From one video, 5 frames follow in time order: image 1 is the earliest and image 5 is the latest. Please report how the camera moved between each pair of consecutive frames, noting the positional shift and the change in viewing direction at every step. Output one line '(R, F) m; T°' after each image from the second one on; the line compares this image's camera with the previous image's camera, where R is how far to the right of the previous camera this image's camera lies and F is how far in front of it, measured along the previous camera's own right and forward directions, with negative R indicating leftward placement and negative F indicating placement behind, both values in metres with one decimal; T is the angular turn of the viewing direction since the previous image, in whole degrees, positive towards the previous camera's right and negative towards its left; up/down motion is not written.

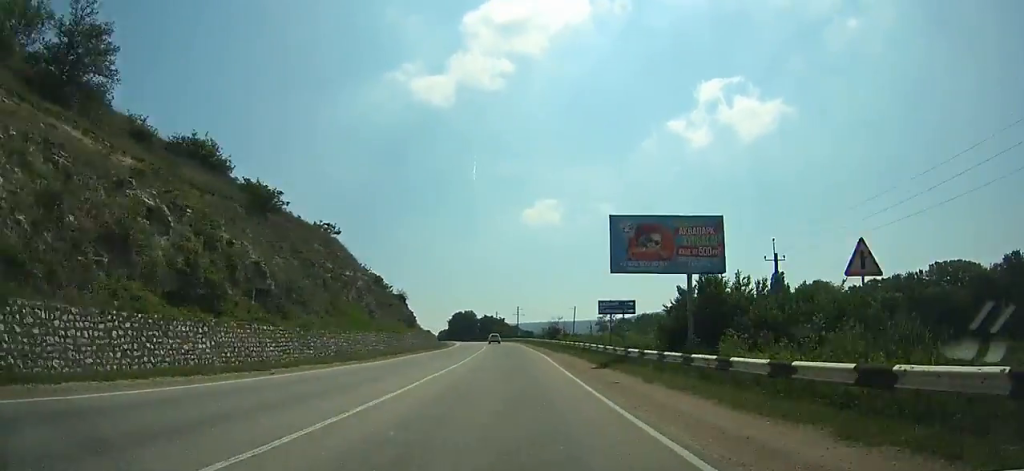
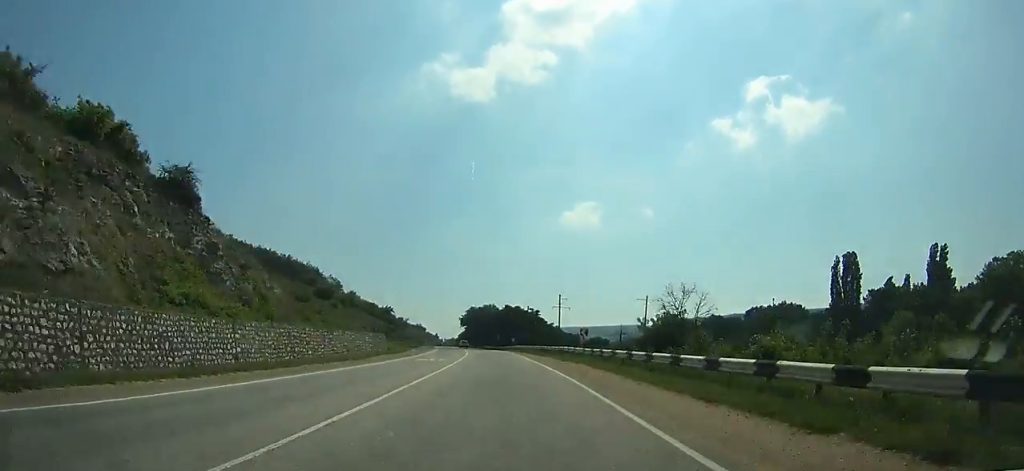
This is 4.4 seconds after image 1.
(-0.9, +77.4) m; -3°
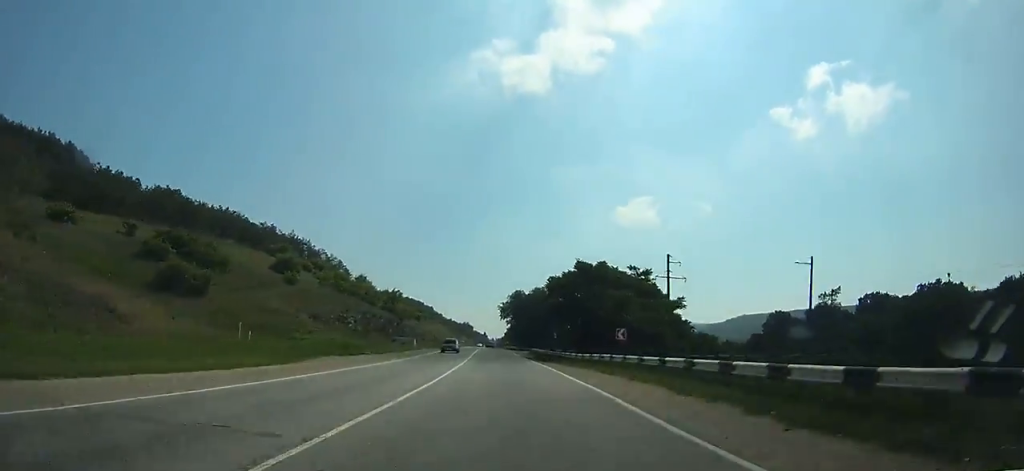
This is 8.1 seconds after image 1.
(-2.8, +63.2) m; -5°
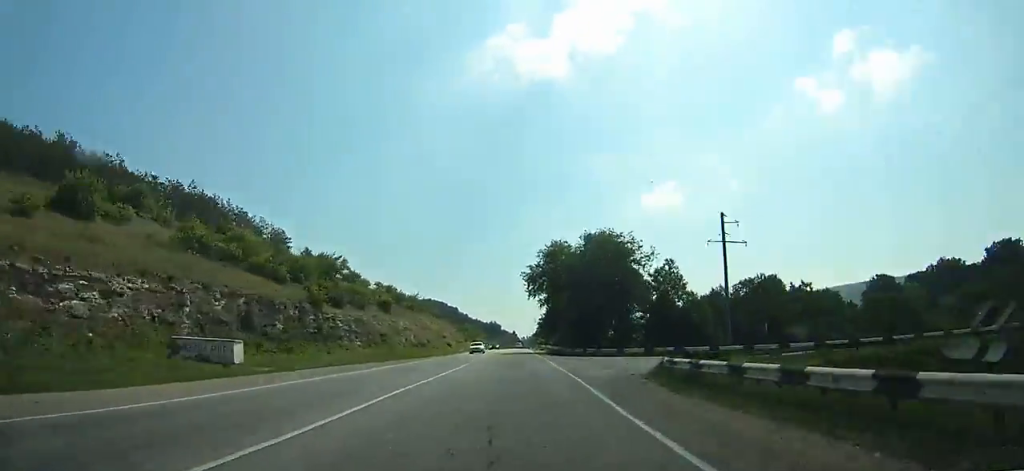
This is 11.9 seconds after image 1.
(-2.6, +64.0) m; -3°
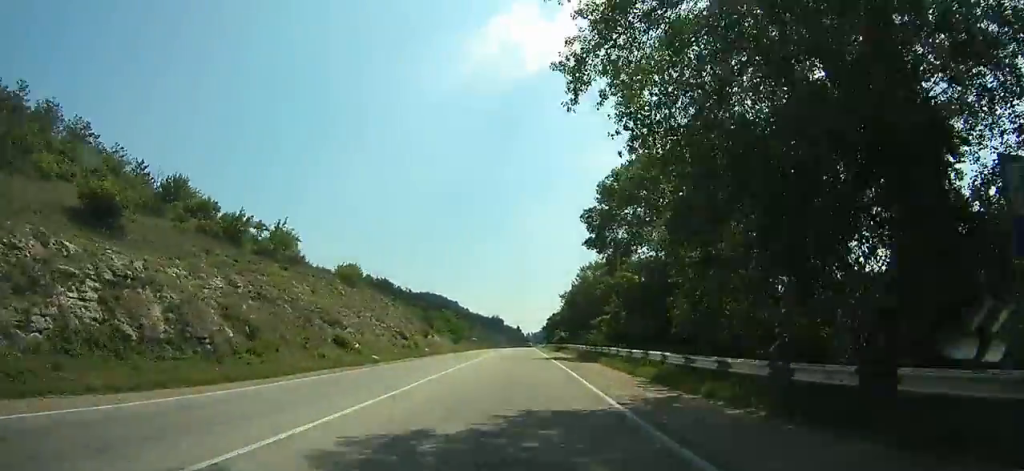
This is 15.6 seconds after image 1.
(-0.6, +62.3) m; 0°
